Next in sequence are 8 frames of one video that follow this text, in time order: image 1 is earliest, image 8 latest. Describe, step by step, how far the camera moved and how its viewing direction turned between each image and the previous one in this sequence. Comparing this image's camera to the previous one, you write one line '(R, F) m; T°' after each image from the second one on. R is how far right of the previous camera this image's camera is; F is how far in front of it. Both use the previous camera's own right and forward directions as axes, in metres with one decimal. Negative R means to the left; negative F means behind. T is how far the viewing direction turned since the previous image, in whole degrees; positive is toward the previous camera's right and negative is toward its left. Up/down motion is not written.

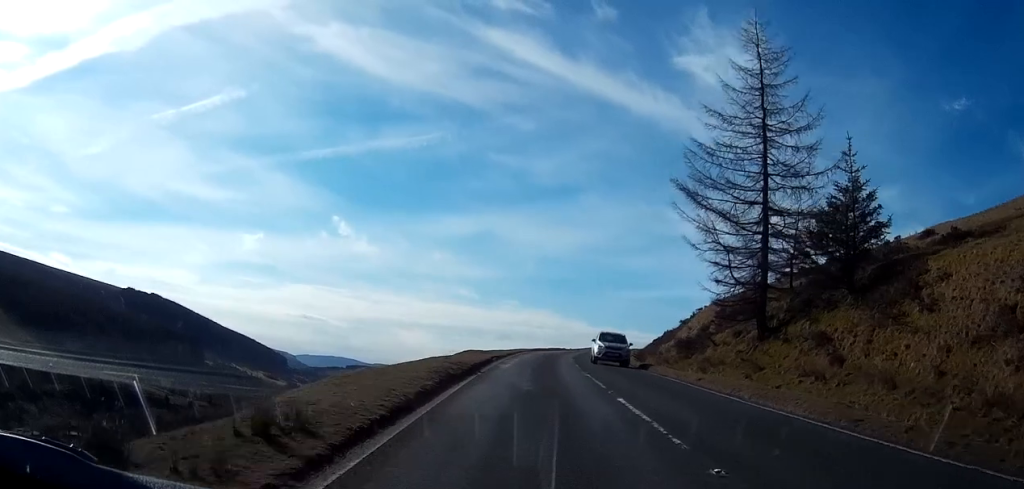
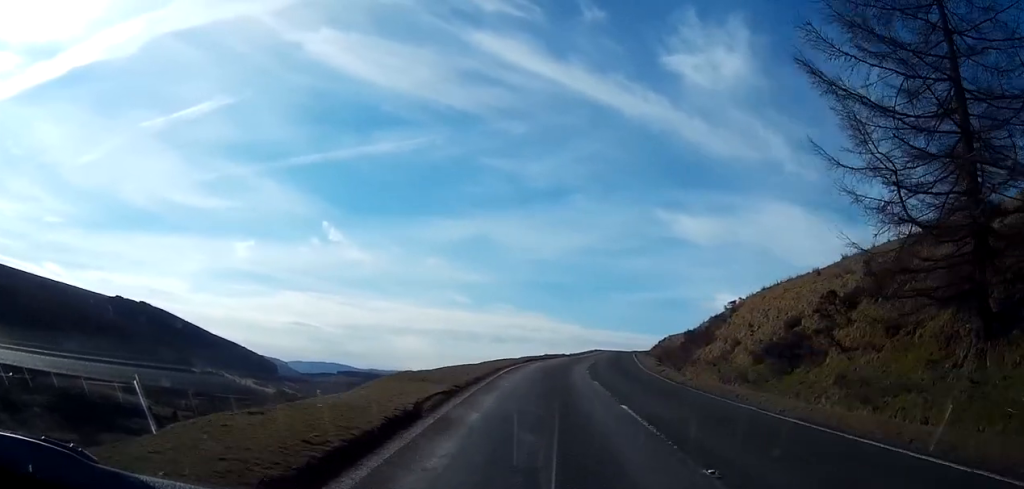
(0.0, +17.1) m; +1°
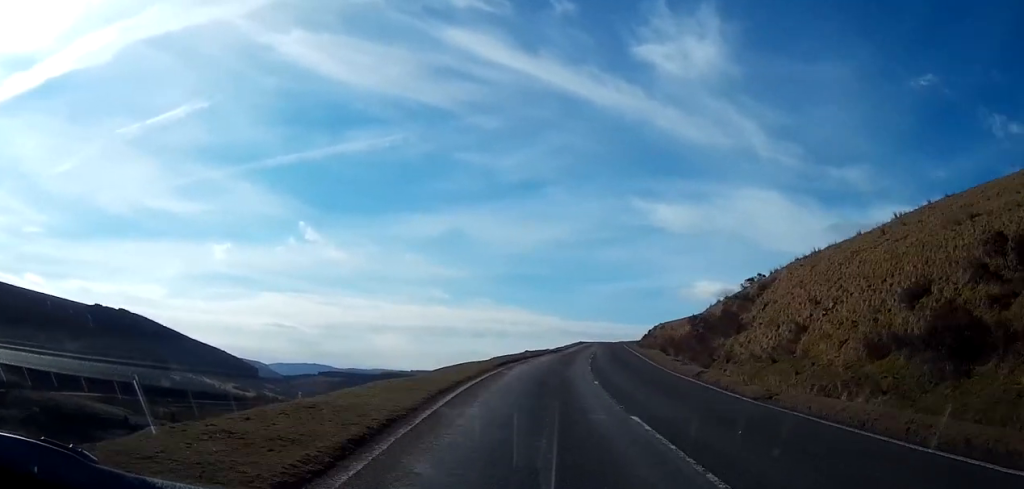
(0.0, +11.7) m; +1°
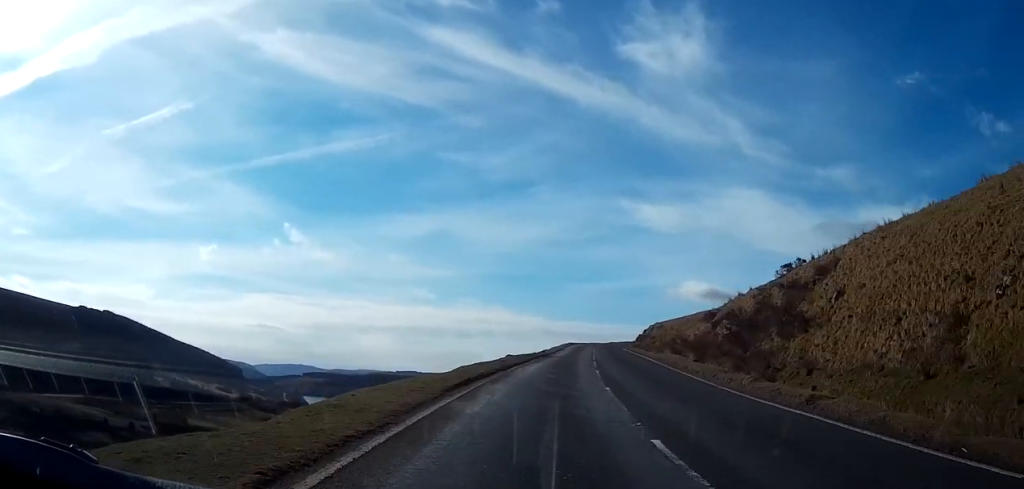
(0.0, +11.2) m; +1°
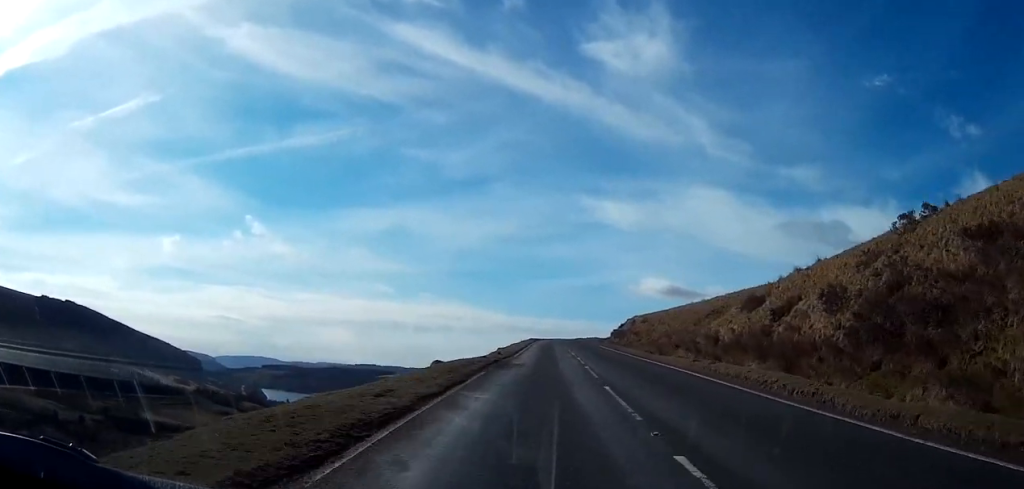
(+0.6, +19.0) m; +3°
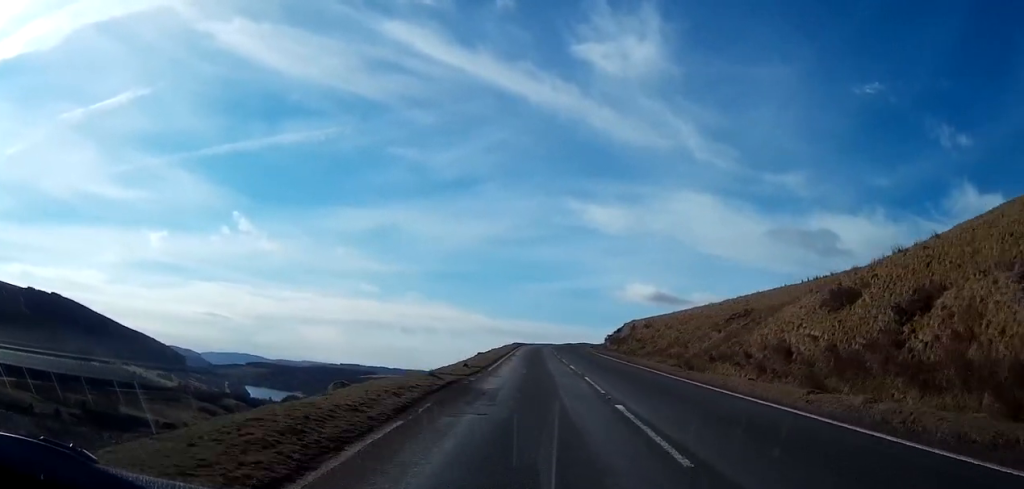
(+0.1, +12.0) m; +1°
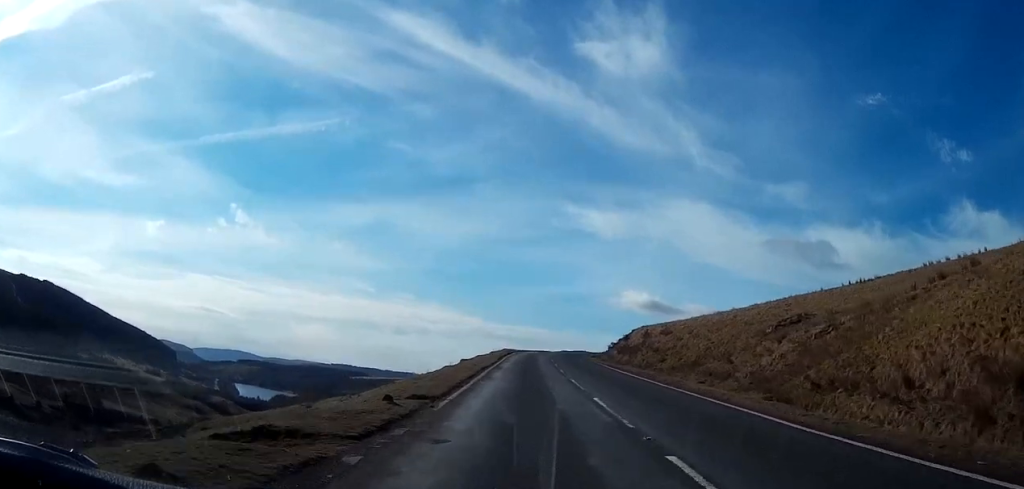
(+0.2, +13.2) m; +1°
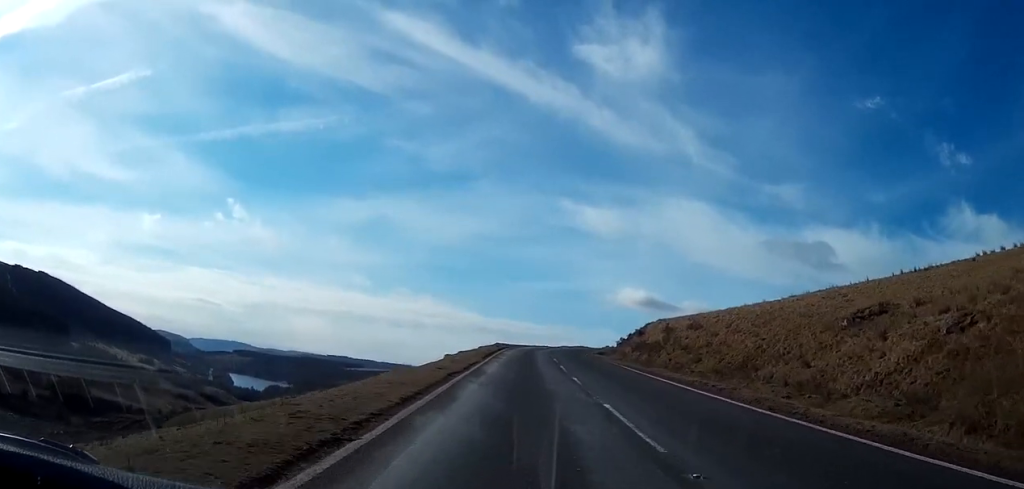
(+0.1, +11.6) m; +1°
